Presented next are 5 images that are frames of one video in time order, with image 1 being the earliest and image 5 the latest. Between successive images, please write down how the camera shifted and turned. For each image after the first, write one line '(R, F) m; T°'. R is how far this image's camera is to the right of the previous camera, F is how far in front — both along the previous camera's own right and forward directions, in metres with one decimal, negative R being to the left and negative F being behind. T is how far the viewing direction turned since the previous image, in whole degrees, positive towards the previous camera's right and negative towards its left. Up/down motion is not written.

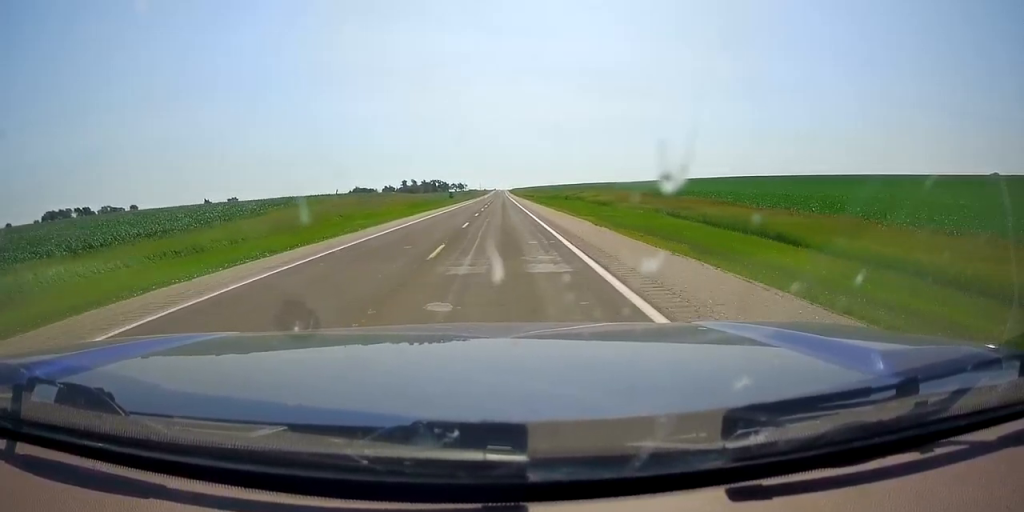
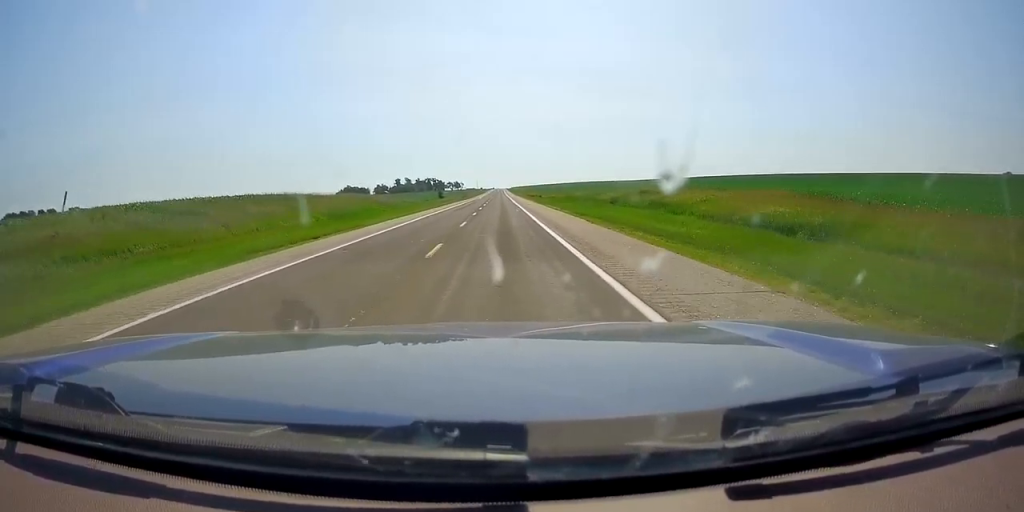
(0.0, +36.6) m; 0°
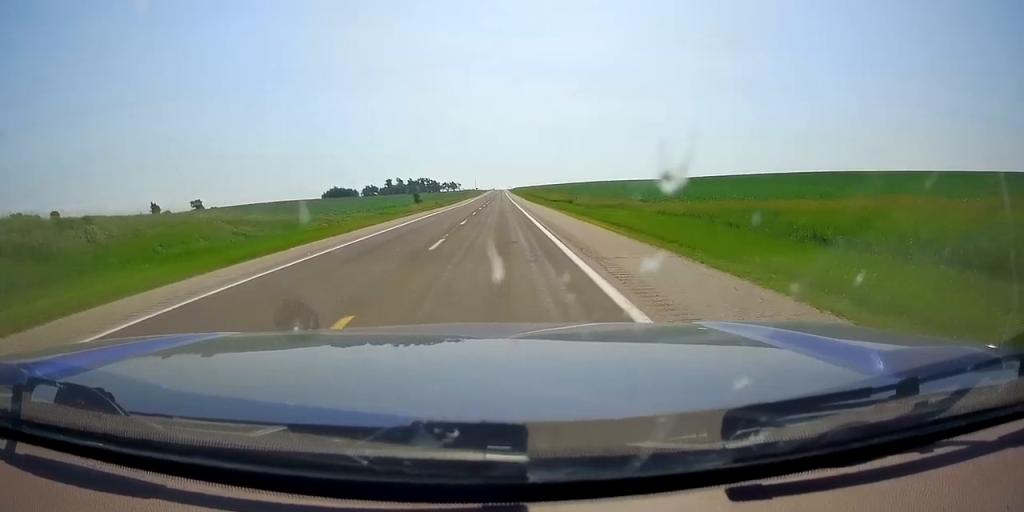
(0.0, +59.0) m; +1°
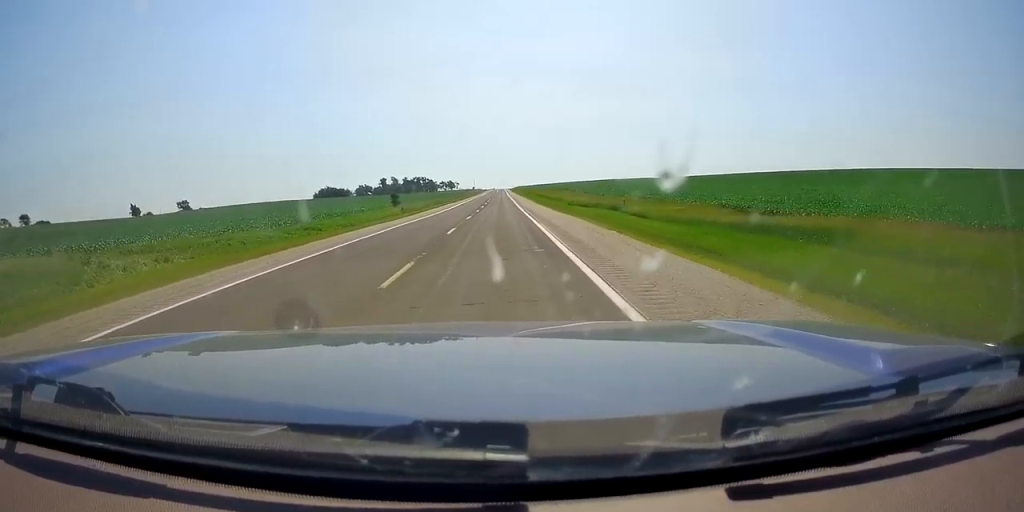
(+0.5, +30.9) m; 0°
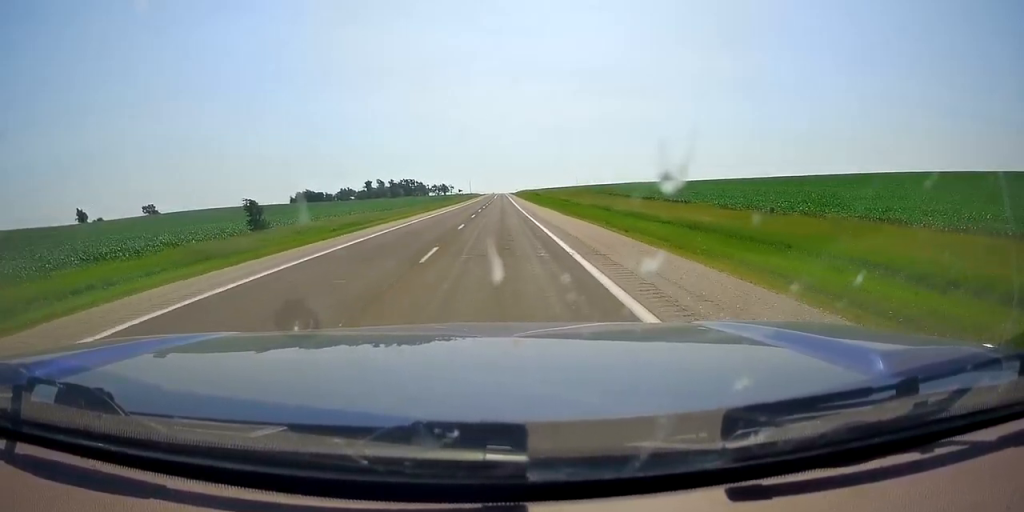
(0.0, +69.3) m; 0°
